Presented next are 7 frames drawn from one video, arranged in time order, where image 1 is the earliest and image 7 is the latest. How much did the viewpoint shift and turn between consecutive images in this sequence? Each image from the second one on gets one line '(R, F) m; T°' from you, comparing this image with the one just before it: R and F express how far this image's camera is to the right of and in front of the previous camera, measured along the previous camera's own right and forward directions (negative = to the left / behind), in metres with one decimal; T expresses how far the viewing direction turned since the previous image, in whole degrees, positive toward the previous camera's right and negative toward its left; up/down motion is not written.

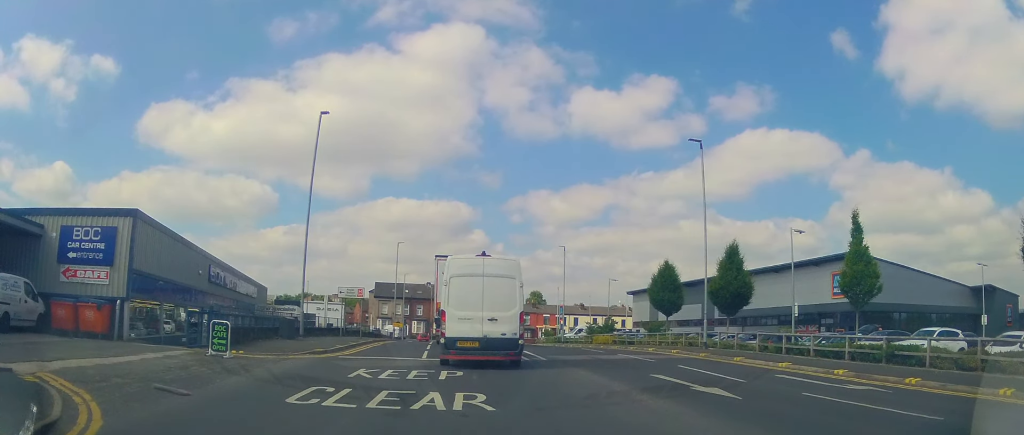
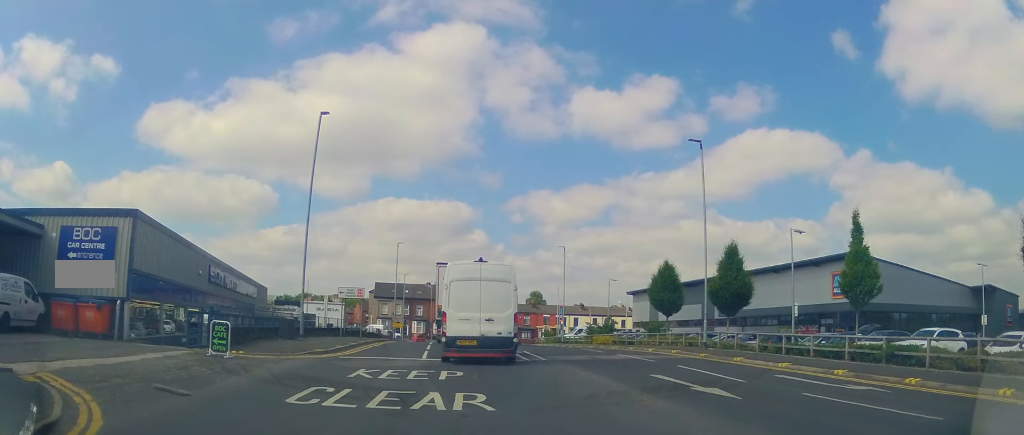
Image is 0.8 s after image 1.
(0.0, 0.0) m; 0°
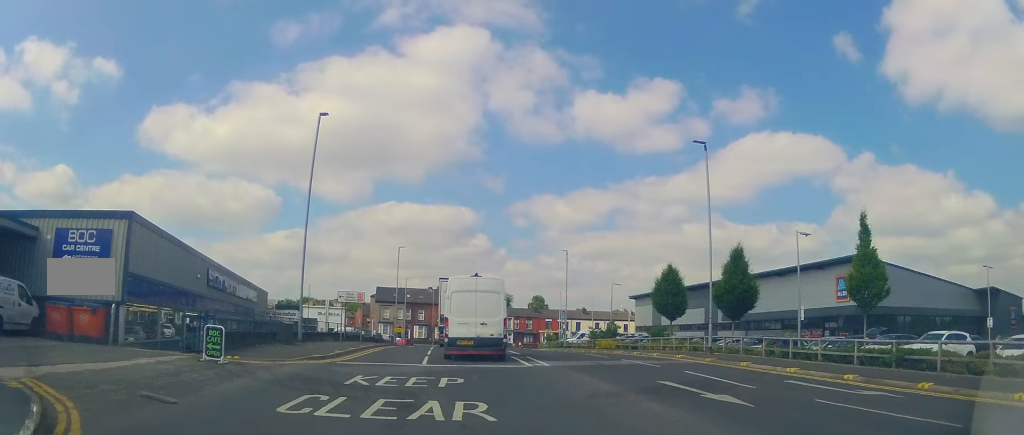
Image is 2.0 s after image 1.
(0.0, 0.0) m; 0°
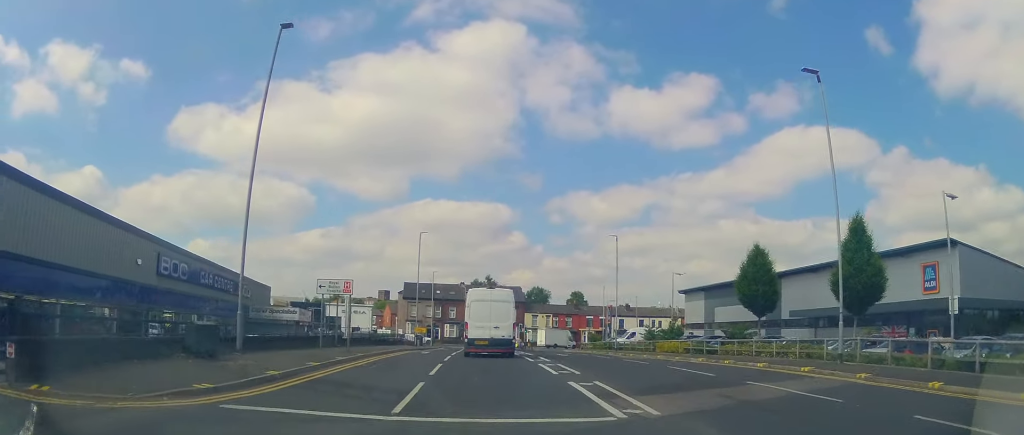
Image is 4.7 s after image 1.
(+0.3, +5.5) m; +2°
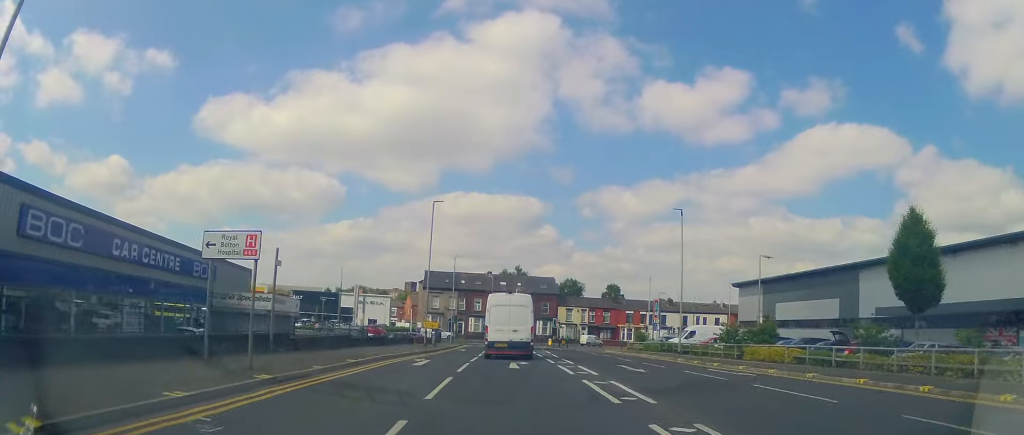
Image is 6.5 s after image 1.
(-1.2, +10.3) m; -6°
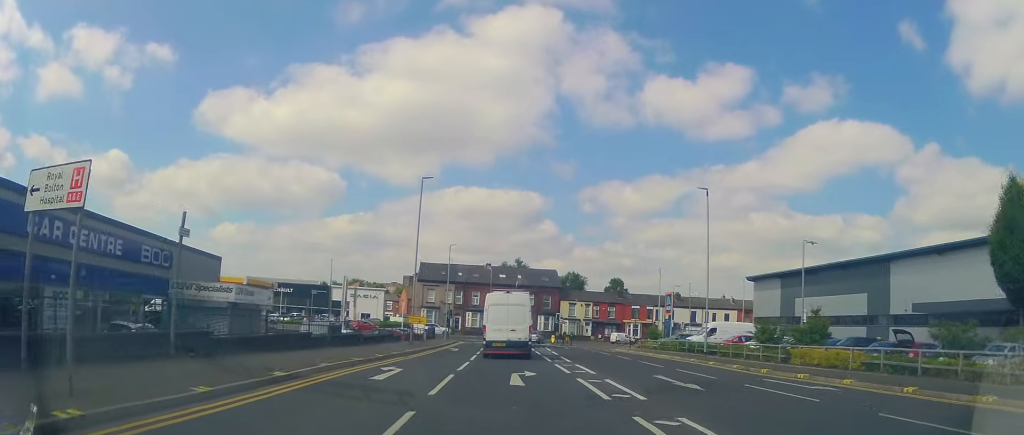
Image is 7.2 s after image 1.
(+0.1, +5.3) m; +2°
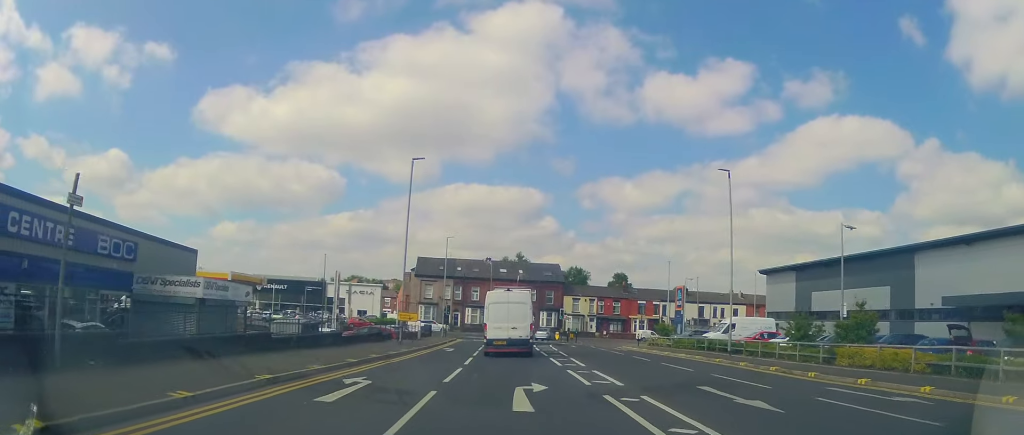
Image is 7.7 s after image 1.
(0.0, +3.6) m; +2°
